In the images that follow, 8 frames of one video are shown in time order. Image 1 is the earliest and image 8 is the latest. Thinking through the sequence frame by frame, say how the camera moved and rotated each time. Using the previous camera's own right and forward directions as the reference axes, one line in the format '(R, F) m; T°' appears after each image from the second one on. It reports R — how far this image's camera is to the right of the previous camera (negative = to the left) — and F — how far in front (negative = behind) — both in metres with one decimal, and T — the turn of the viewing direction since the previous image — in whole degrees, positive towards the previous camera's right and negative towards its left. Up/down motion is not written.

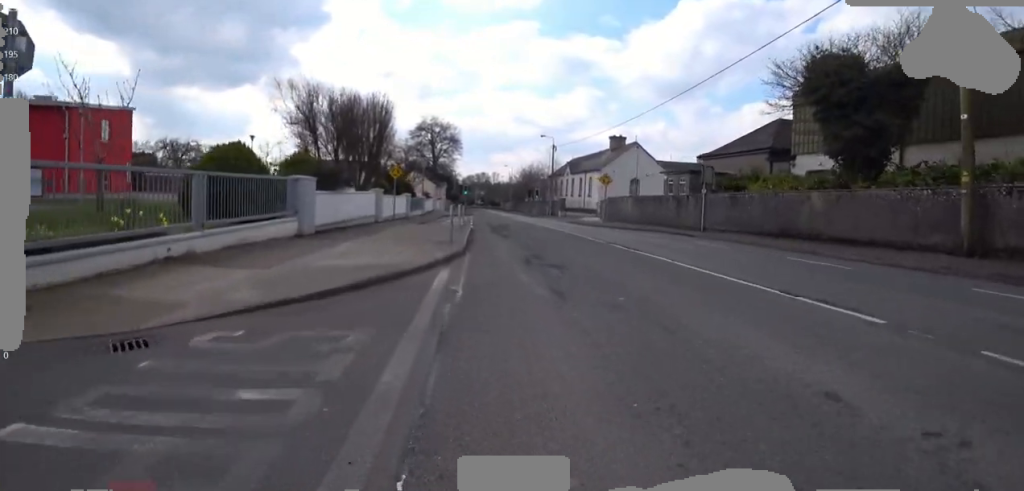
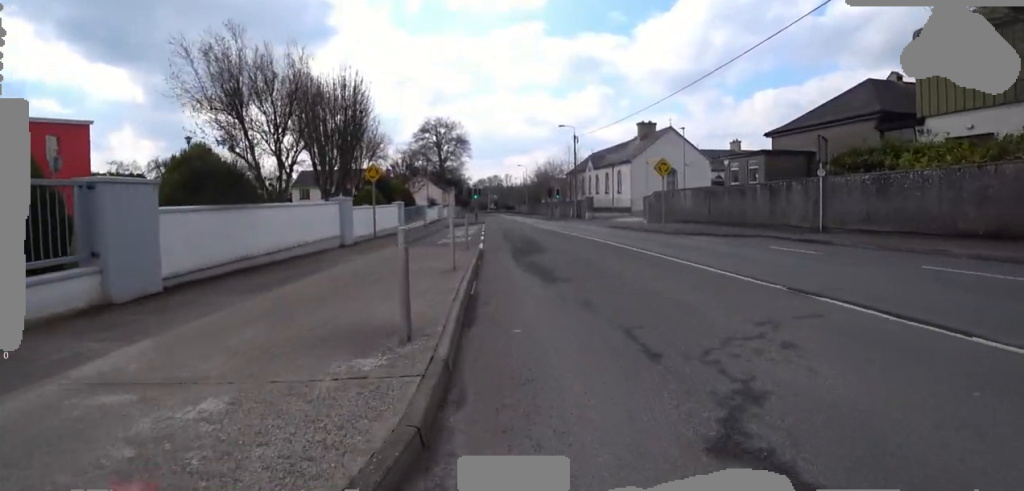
(-0.1, +6.9) m; +1°
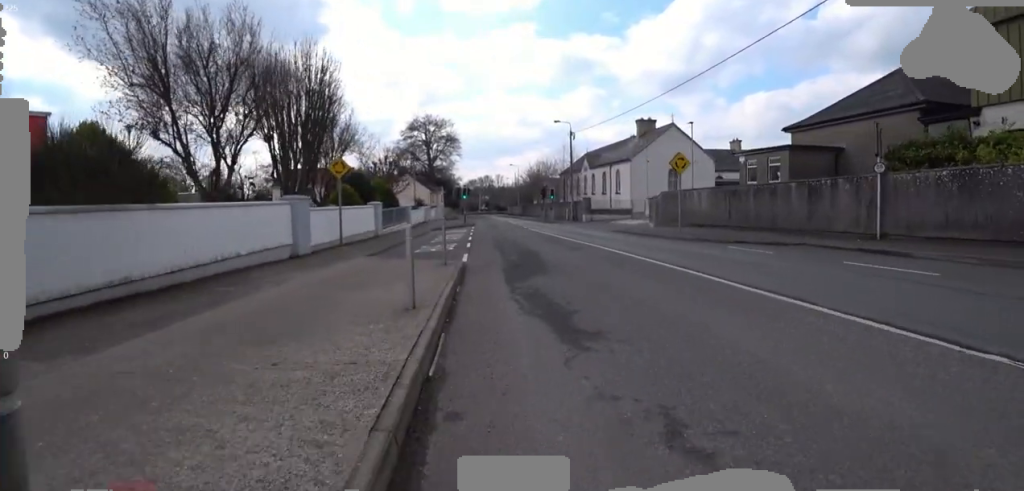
(+0.2, +2.9) m; +1°
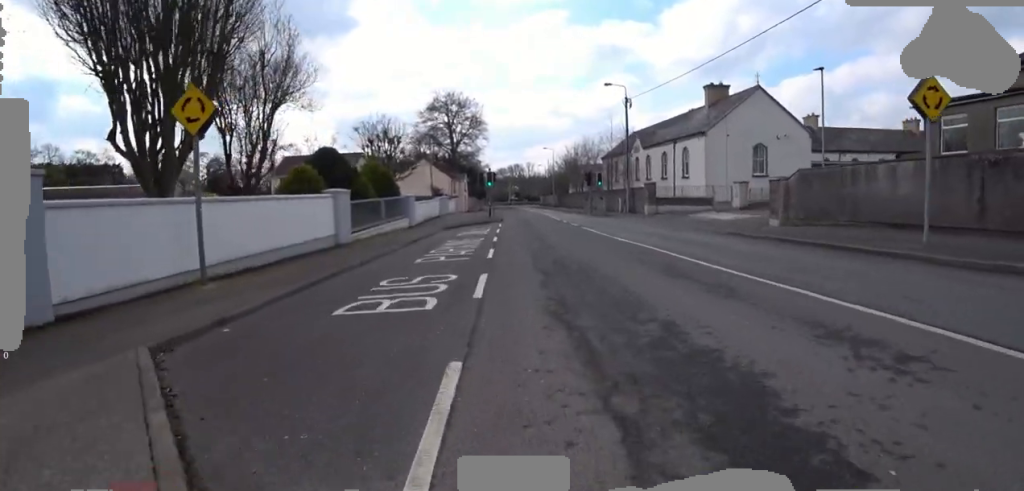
(-0.2, +10.2) m; +1°
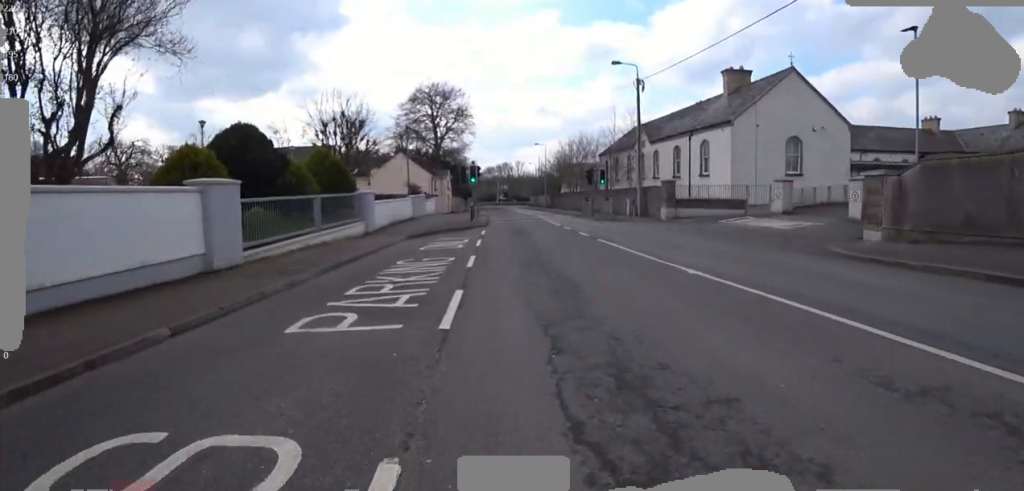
(0.0, +5.9) m; -3°
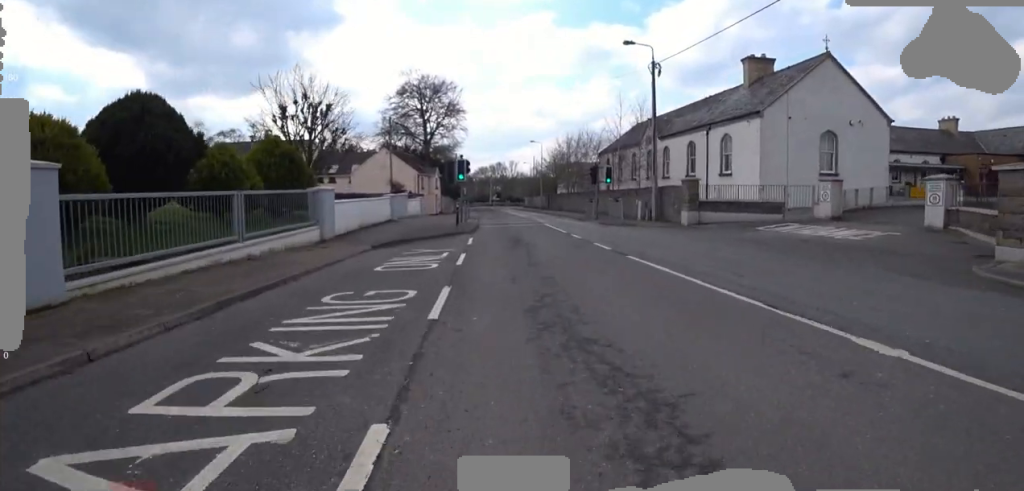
(-0.1, +3.6) m; -2°
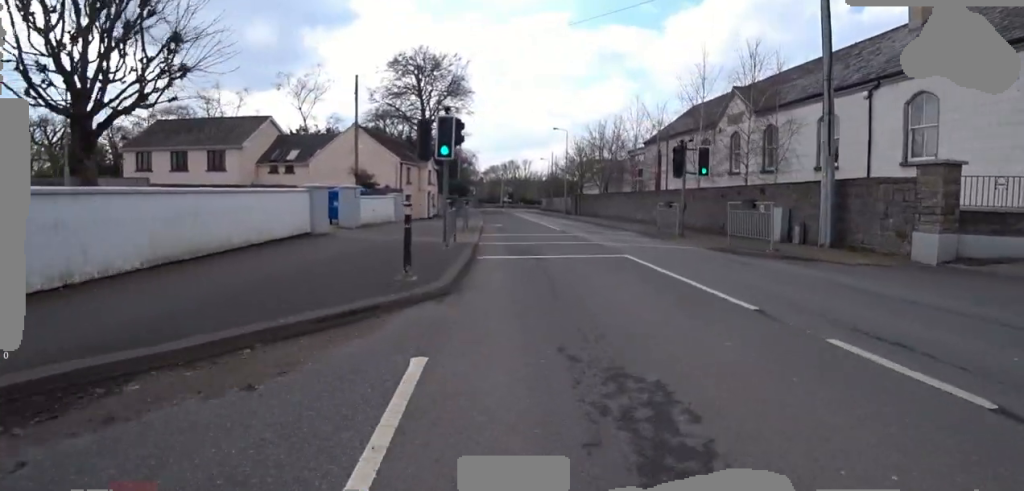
(+0.3, +8.0) m; +8°
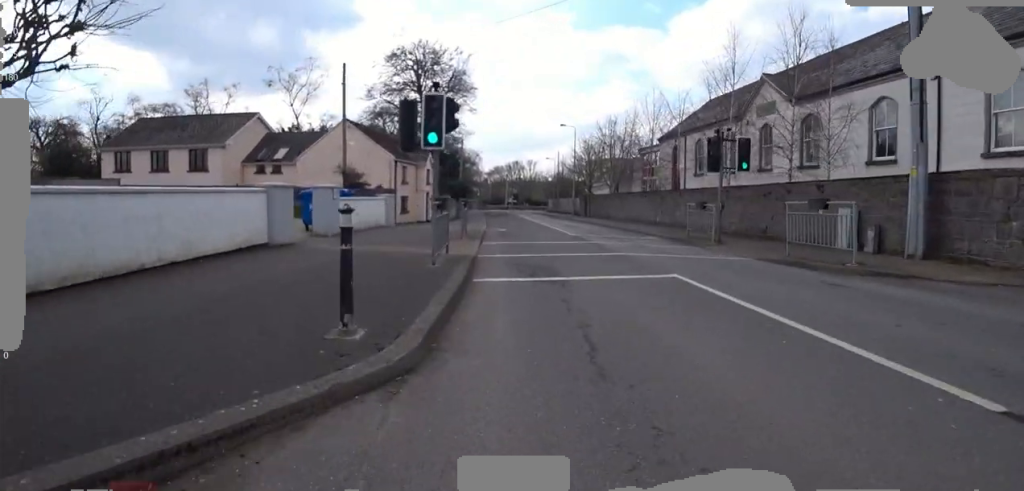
(0.0, +2.0) m; -2°
